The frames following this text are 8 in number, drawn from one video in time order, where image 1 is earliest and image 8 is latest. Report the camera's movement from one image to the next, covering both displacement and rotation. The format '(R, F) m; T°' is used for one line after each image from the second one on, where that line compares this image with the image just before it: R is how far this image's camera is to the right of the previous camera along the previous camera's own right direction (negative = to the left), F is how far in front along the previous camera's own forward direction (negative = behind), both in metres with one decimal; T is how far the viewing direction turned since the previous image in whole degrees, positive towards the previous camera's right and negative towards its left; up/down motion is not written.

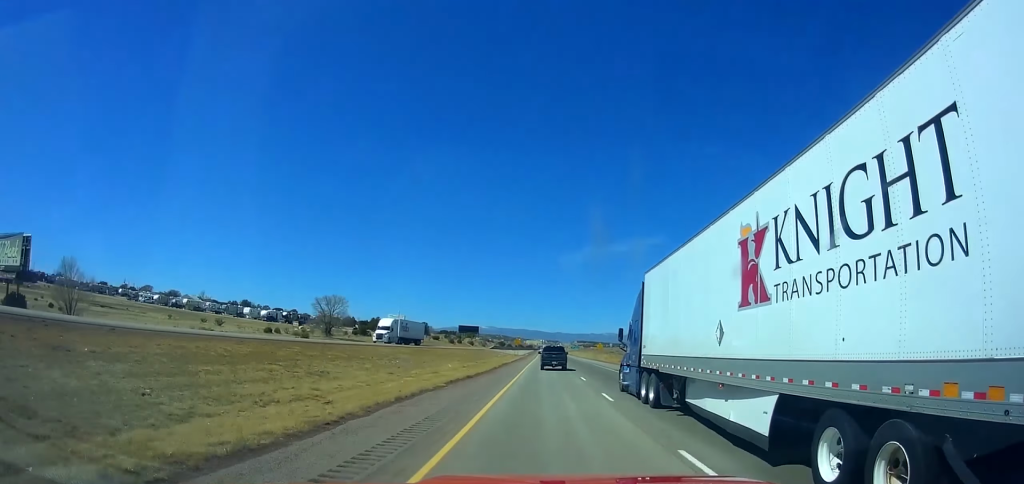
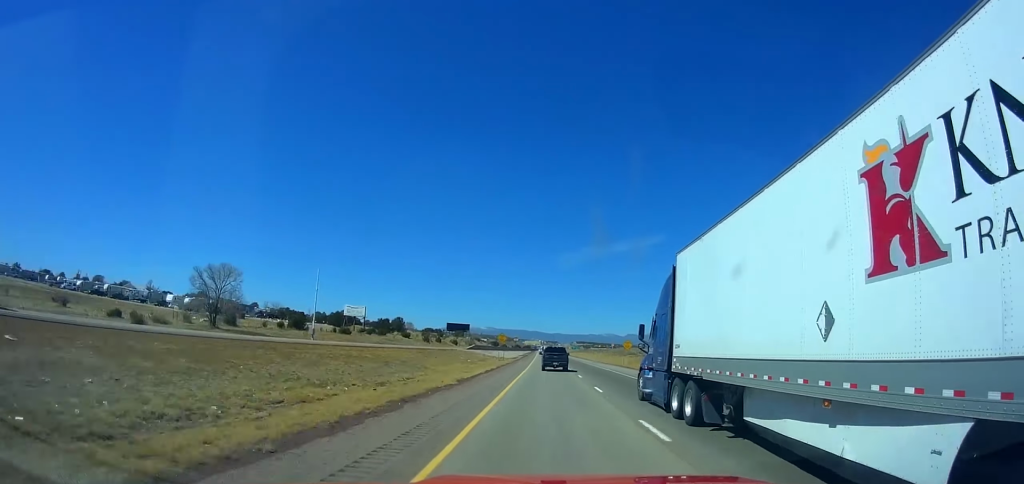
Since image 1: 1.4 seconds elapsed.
(-0.2, +44.2) m; 0°
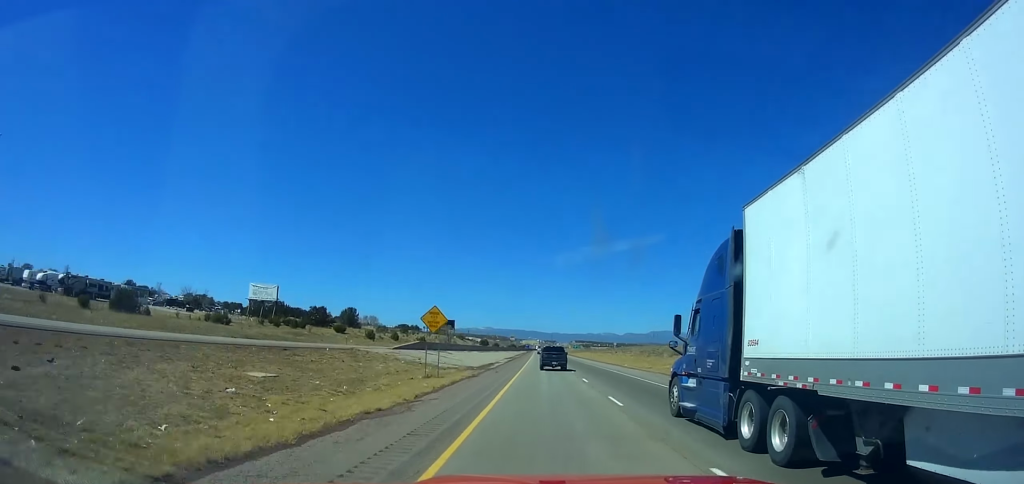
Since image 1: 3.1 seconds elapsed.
(-0.1, +53.9) m; 0°
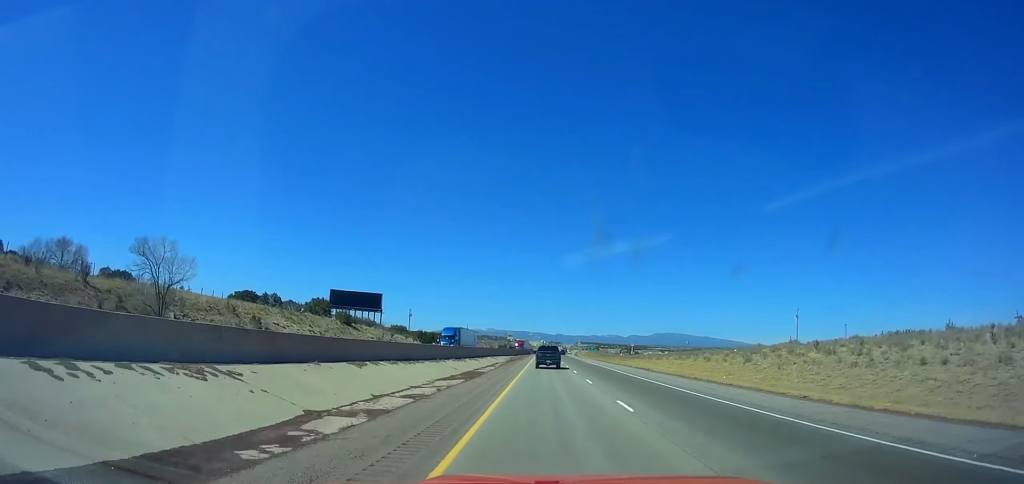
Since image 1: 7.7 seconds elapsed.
(+0.2, +146.2) m; 0°
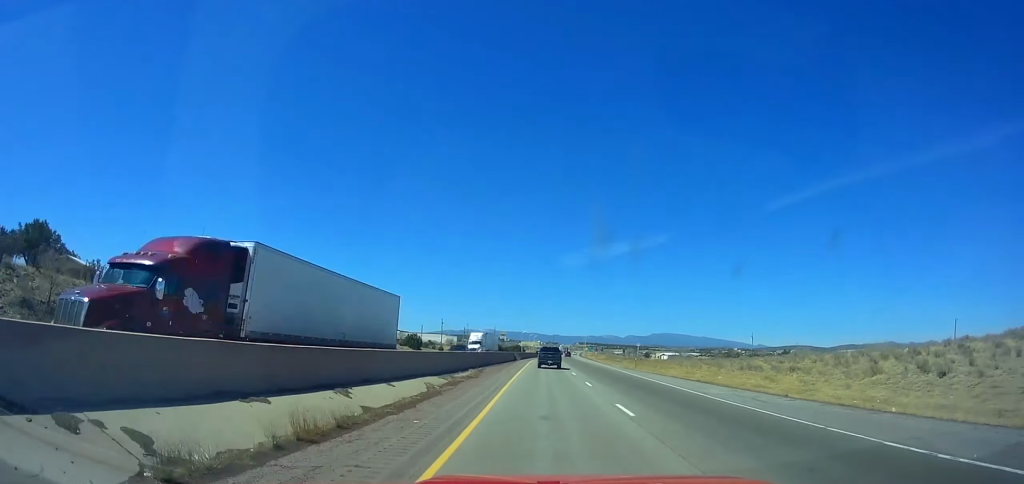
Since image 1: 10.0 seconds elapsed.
(-0.2, +73.5) m; 0°
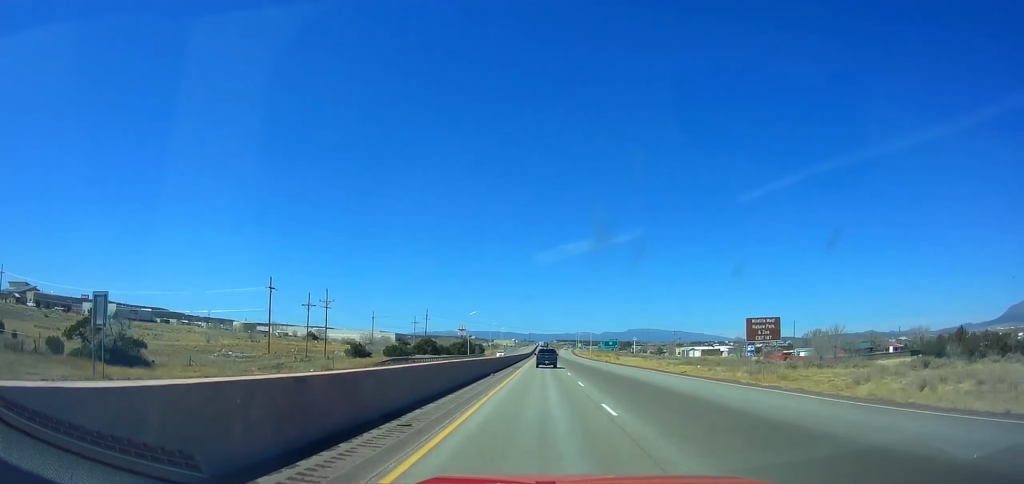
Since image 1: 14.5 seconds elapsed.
(+1.7, +145.1) m; +2°
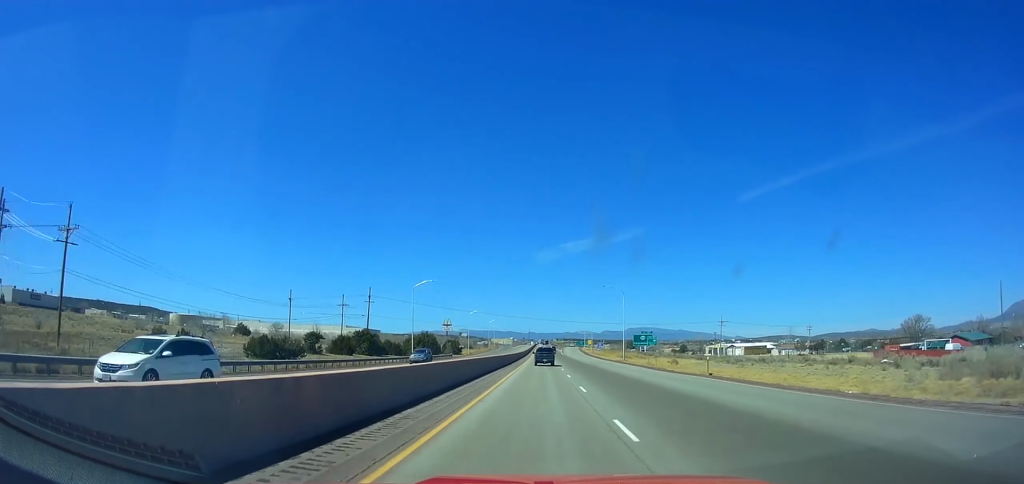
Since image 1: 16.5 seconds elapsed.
(+0.5, +65.1) m; +1°
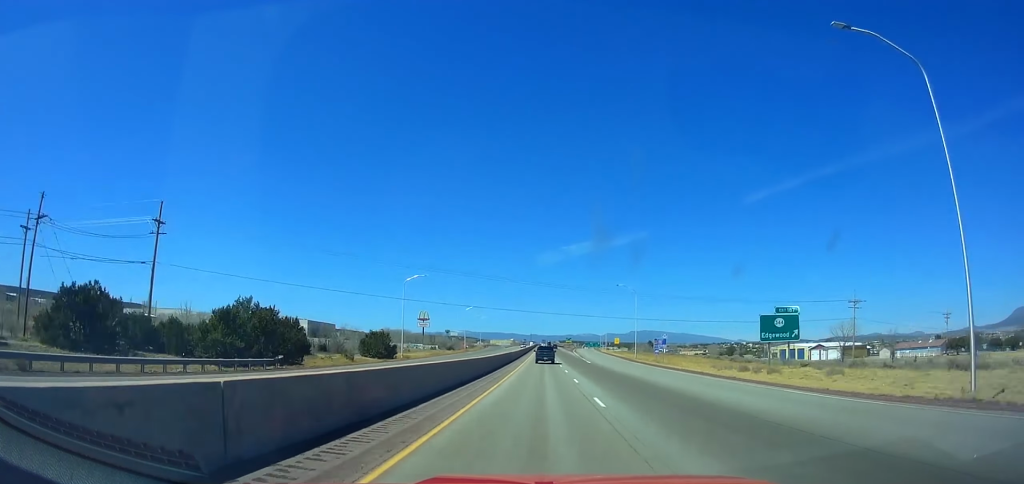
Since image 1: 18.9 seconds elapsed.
(+0.2, +78.9) m; 0°
